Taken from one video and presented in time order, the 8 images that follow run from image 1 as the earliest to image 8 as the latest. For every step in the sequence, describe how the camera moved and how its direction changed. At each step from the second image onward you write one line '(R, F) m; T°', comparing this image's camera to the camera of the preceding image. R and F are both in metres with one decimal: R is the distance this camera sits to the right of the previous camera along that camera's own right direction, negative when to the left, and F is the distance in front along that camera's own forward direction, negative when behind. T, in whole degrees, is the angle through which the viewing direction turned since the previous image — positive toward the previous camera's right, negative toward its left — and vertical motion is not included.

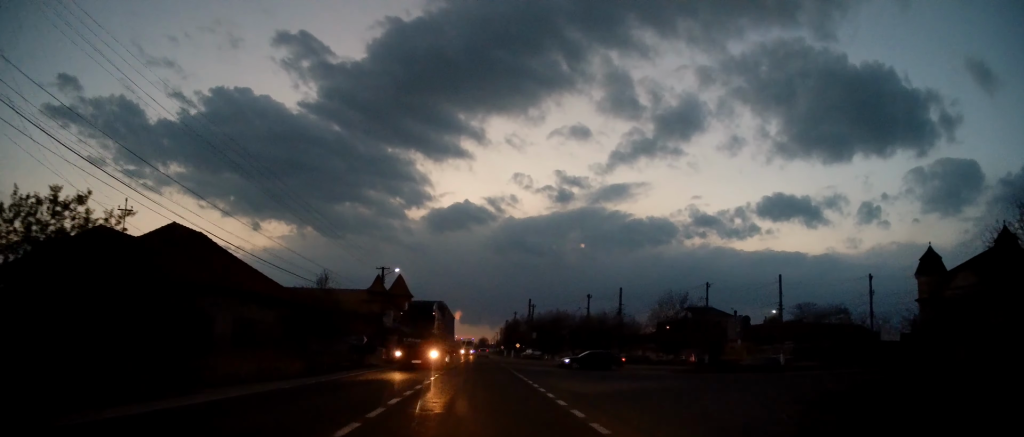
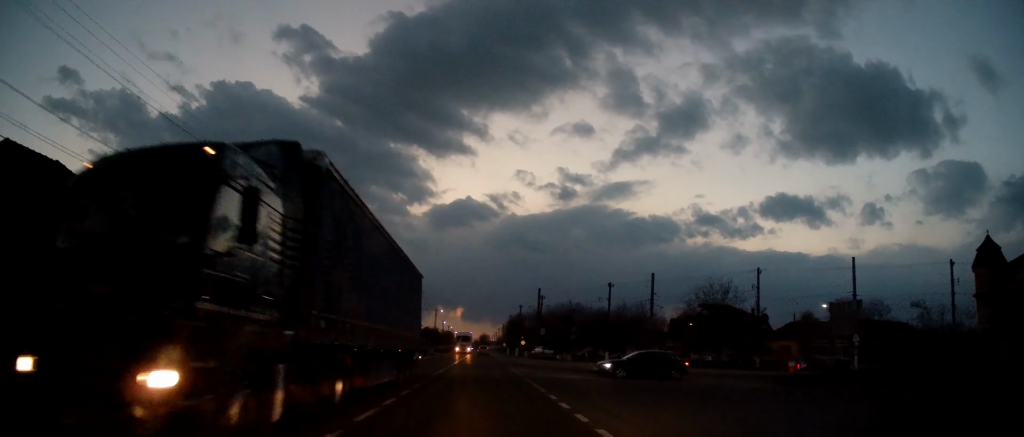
(+0.1, +12.2) m; +1°
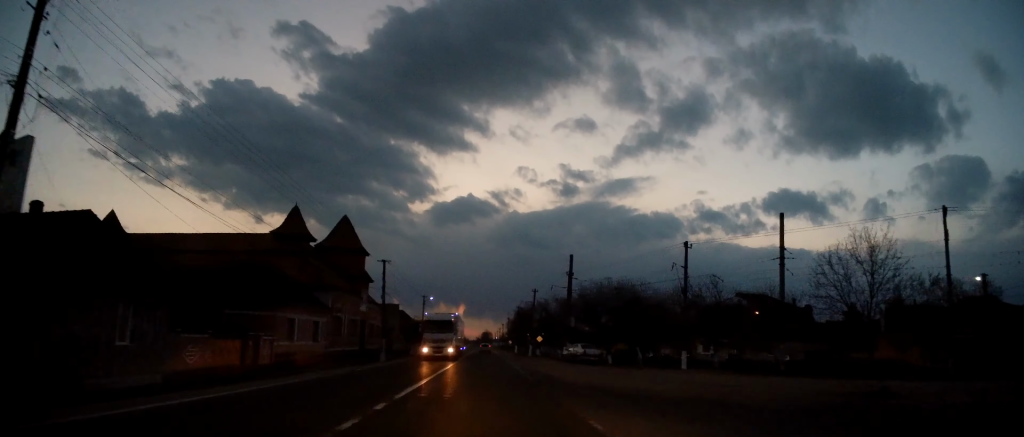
(+0.3, +24.4) m; 0°
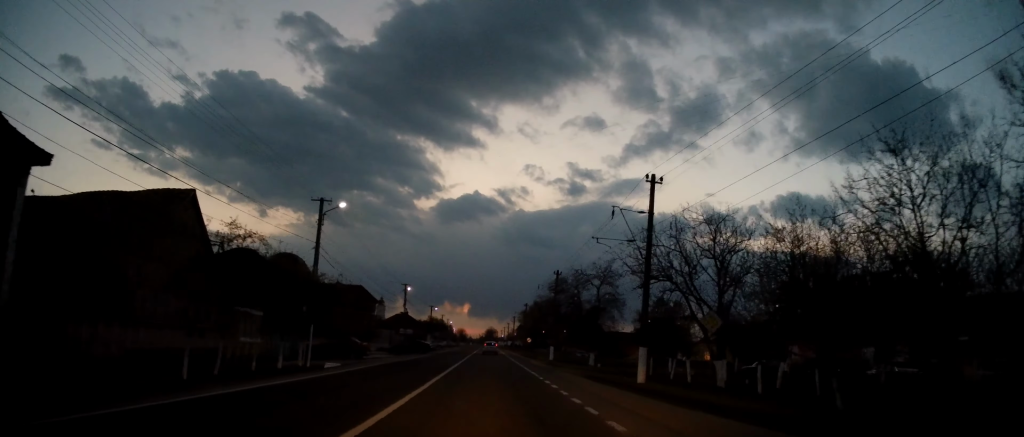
(-1.0, +52.2) m; -1°
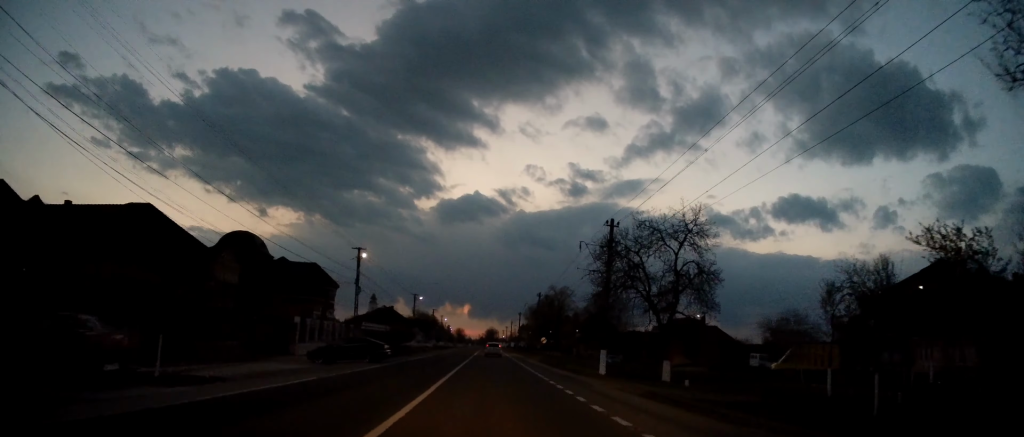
(+0.1, +24.7) m; 0°
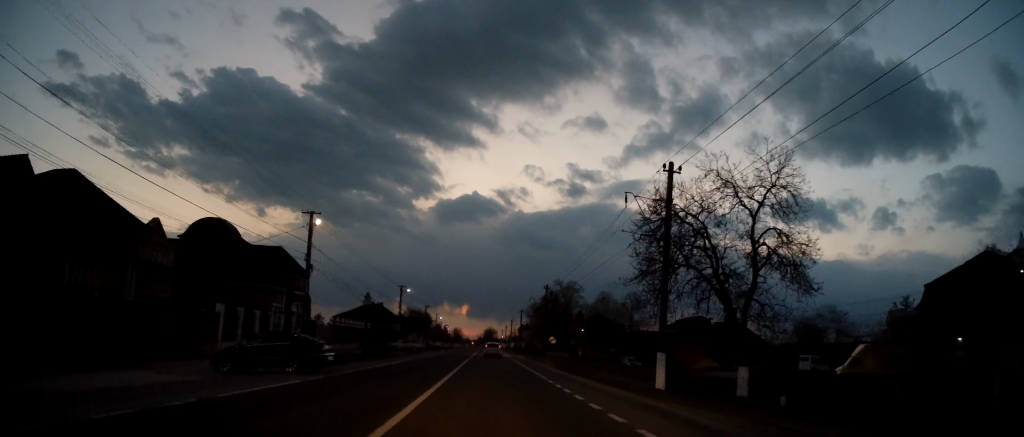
(0.0, +11.2) m; 0°
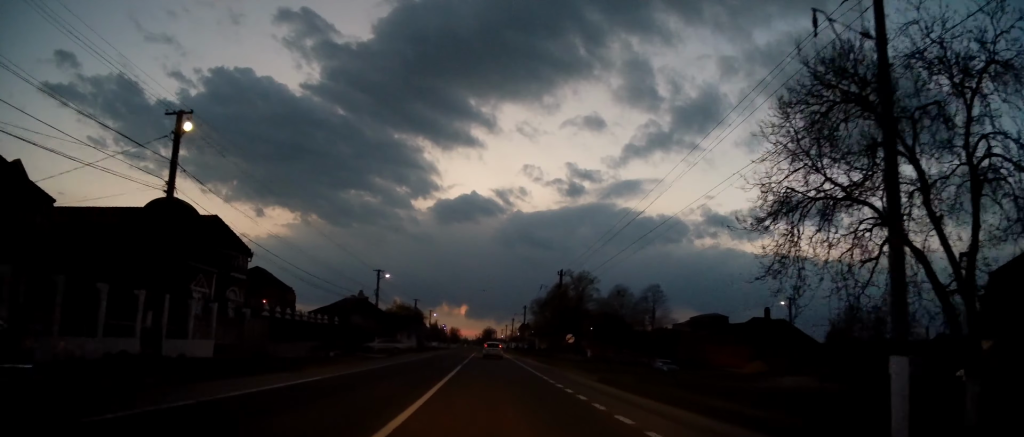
(0.0, +13.8) m; 0°
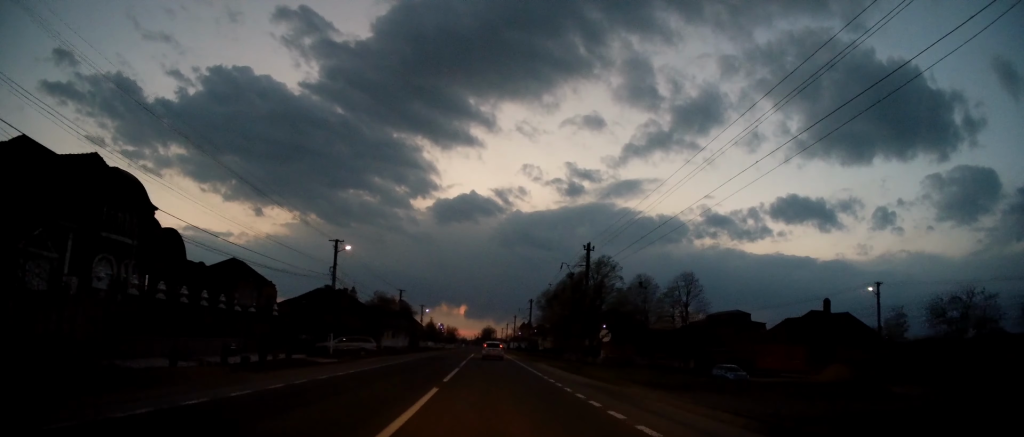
(0.0, +15.1) m; 0°
